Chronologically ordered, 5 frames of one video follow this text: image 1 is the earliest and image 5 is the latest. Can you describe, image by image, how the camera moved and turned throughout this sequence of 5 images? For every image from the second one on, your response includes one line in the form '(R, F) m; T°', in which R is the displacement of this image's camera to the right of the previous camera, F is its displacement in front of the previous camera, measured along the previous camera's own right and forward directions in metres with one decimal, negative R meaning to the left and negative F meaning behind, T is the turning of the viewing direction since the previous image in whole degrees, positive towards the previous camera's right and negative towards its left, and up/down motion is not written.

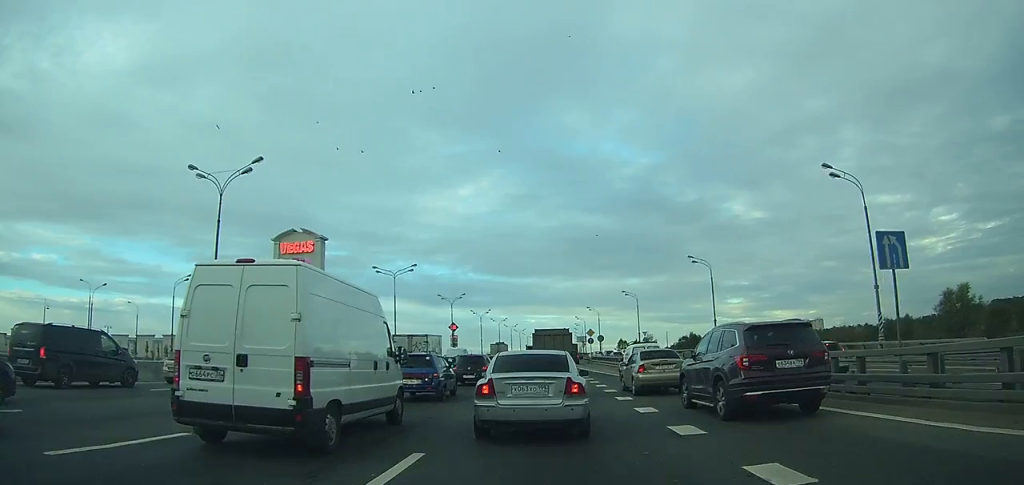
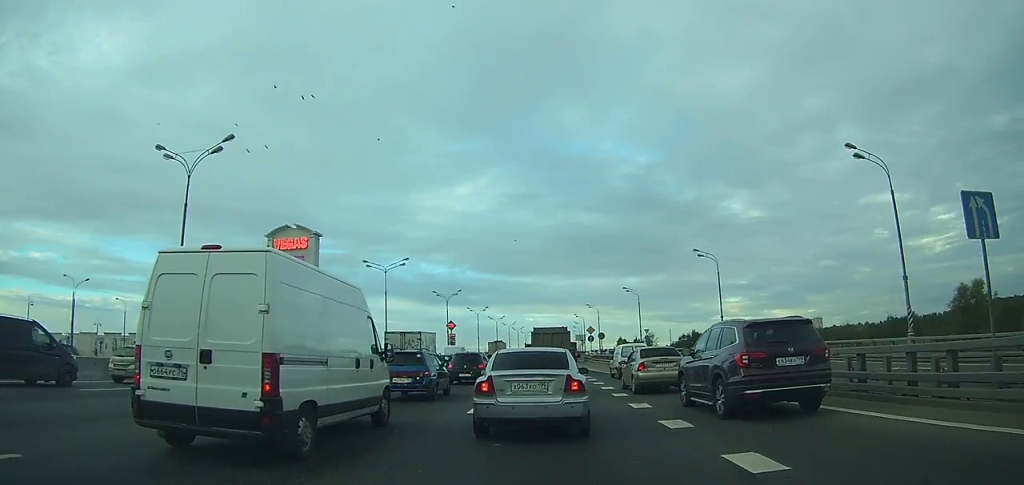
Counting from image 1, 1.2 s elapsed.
(0.0, +3.3) m; 0°
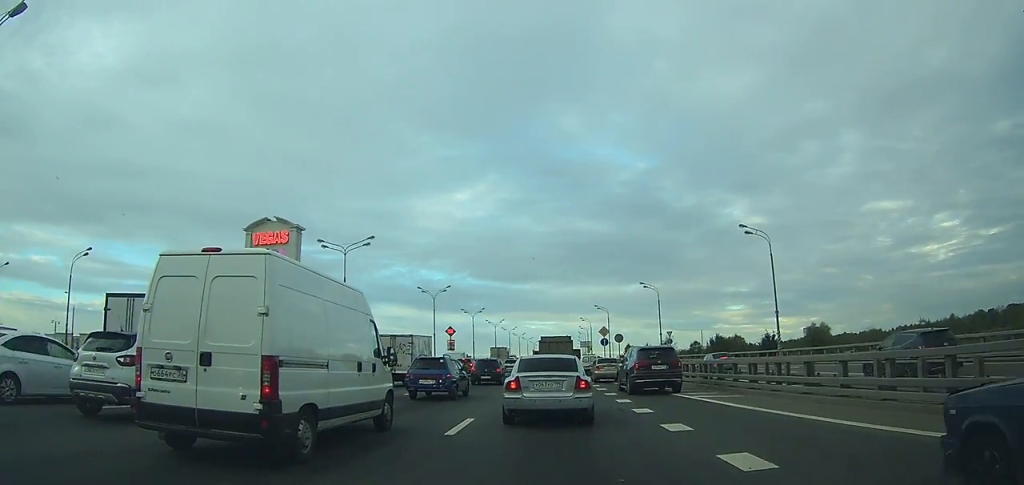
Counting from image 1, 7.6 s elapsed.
(-0.6, +15.7) m; -3°
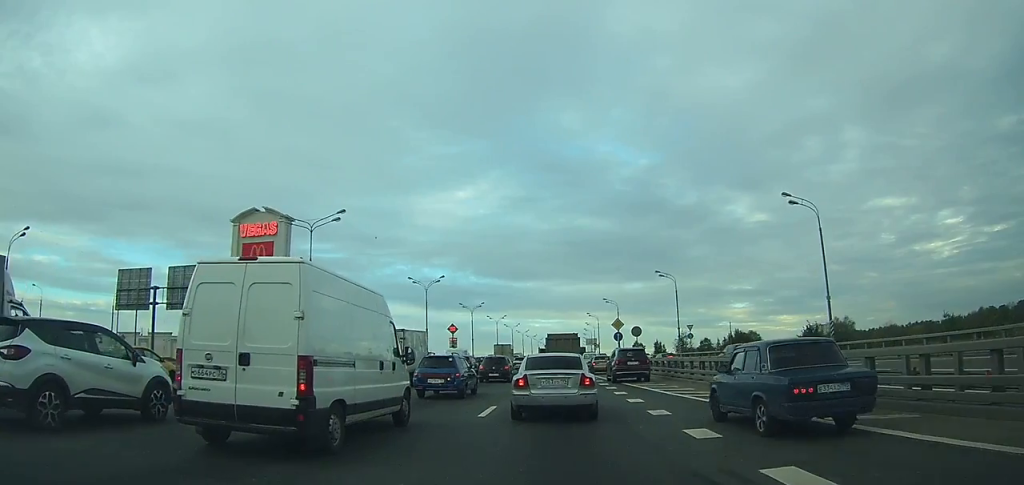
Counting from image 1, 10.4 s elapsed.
(0.0, +8.1) m; -1°
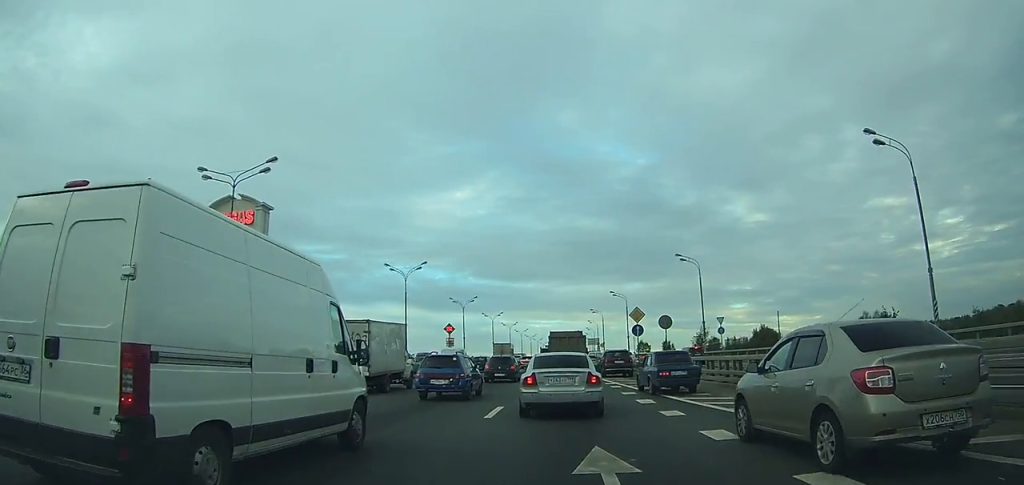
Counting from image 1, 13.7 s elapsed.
(-0.2, +11.3) m; -2°
